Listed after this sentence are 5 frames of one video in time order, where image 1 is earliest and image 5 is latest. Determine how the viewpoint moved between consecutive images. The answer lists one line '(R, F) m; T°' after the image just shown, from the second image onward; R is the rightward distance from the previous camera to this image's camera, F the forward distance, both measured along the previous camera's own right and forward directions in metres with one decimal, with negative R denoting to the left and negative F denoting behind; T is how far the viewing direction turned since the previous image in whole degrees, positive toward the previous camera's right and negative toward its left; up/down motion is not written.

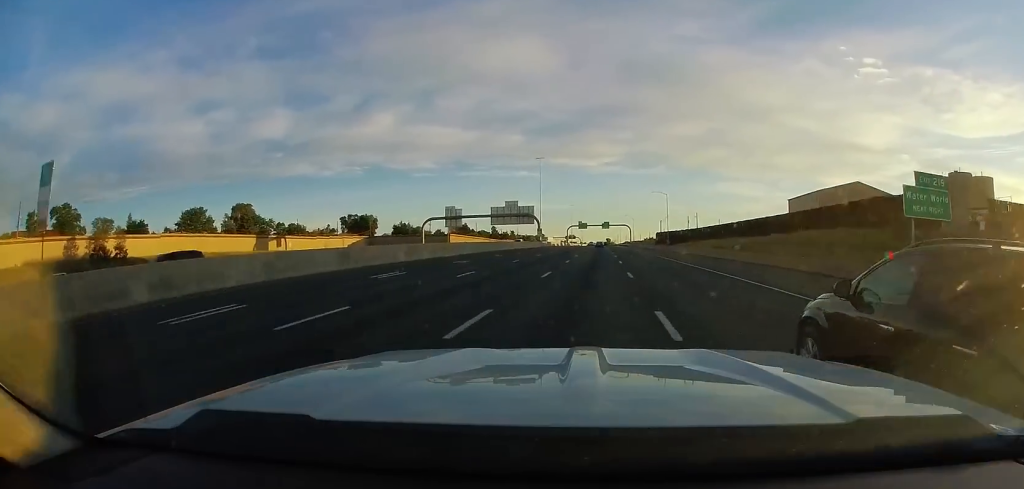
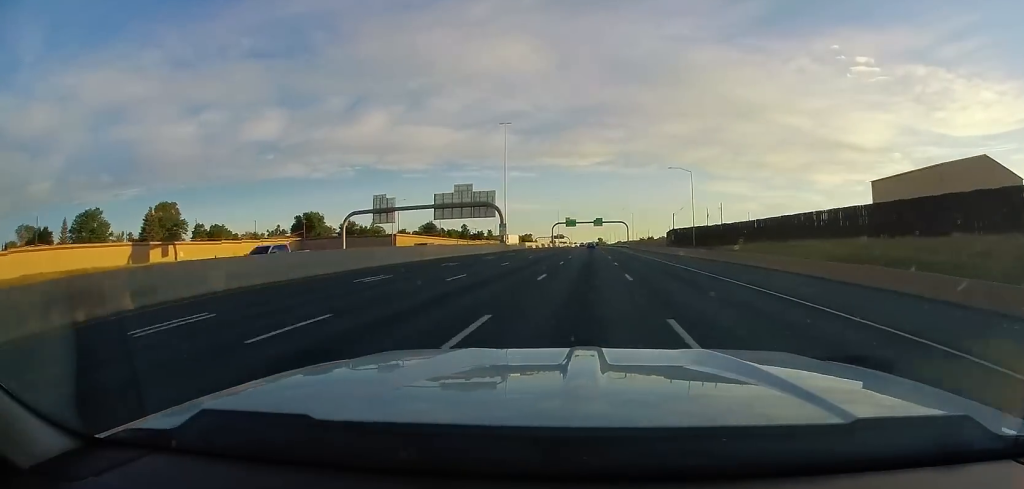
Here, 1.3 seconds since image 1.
(+0.7, +37.5) m; +3°
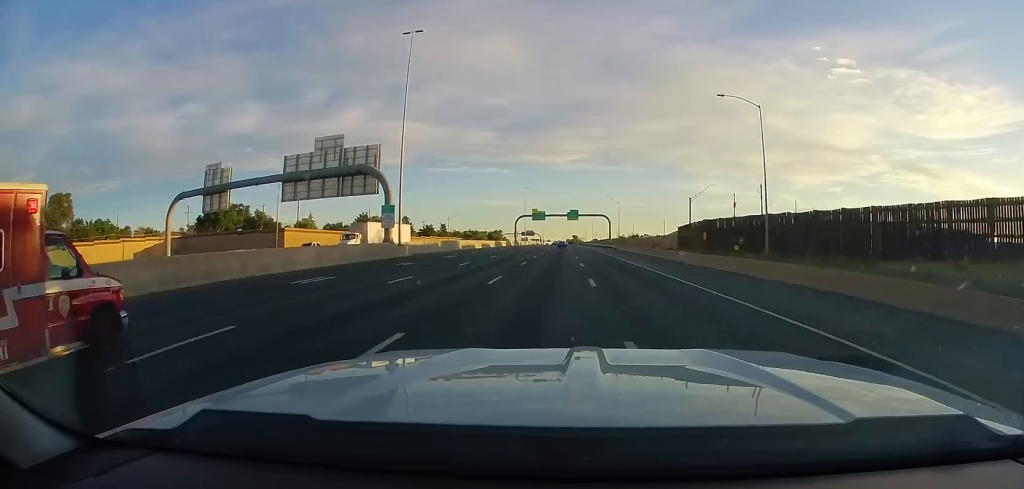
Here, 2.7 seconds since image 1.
(+1.4, +38.3) m; +2°
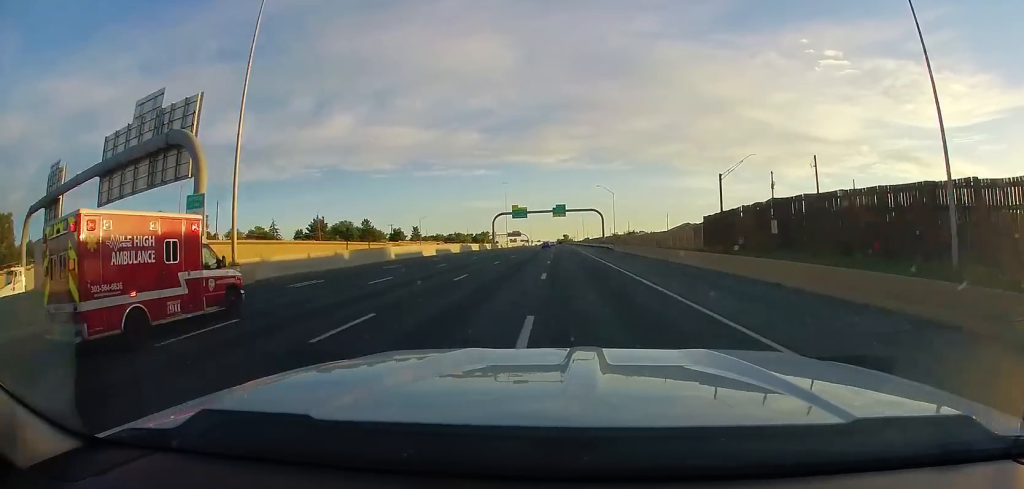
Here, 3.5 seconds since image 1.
(-0.3, +21.4) m; -1°
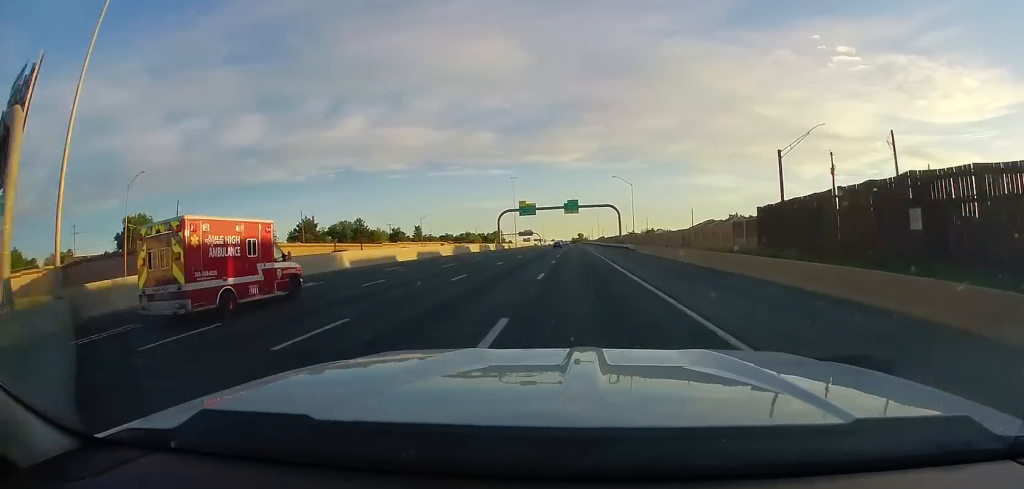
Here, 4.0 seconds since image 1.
(-0.1, +12.4) m; -1°
